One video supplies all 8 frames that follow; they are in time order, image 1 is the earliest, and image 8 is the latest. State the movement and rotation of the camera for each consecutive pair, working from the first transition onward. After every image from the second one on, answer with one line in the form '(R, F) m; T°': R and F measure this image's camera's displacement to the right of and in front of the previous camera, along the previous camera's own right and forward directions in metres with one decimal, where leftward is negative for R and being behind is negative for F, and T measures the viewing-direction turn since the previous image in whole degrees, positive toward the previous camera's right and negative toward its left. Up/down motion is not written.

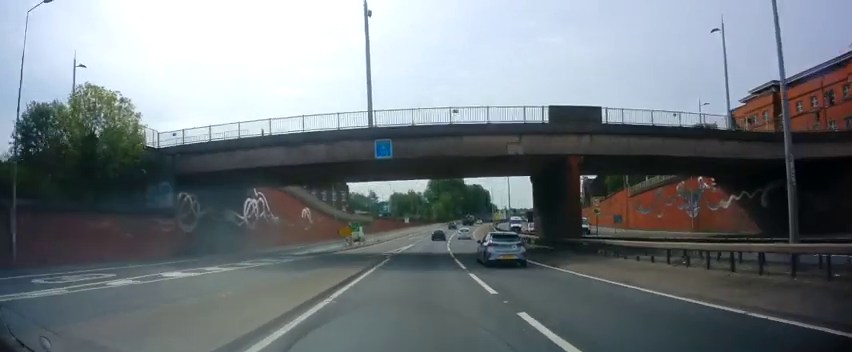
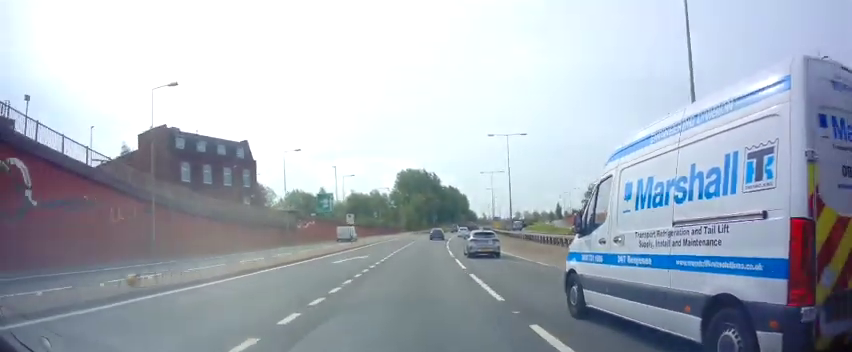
(+1.5, +44.2) m; +4°
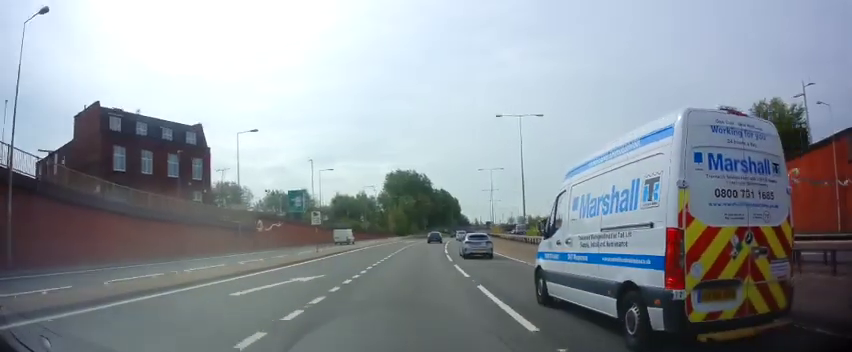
(0.0, +11.5) m; +1°
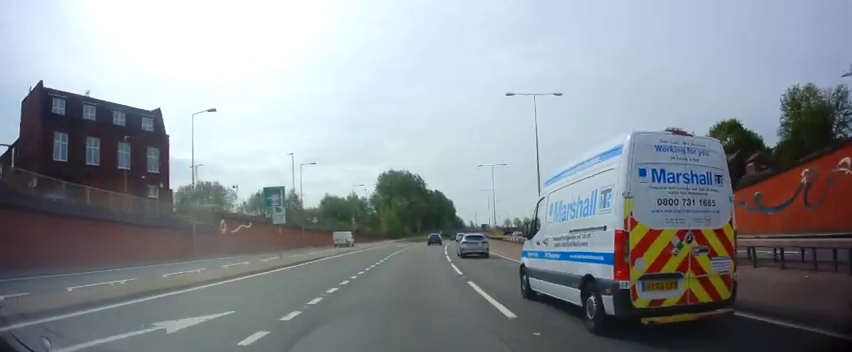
(-0.1, +7.8) m; 0°
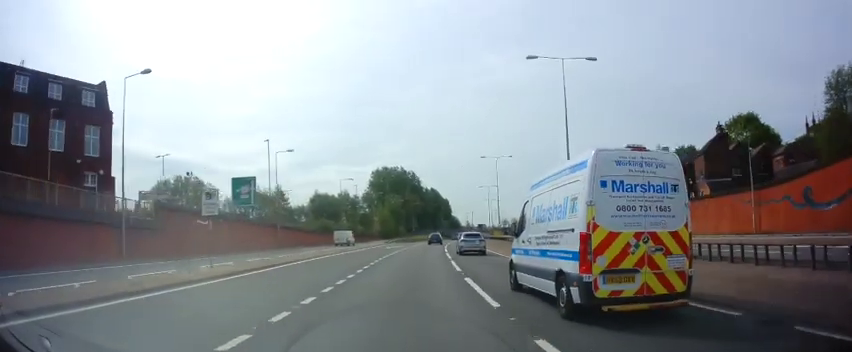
(+0.1, +8.5) m; +1°
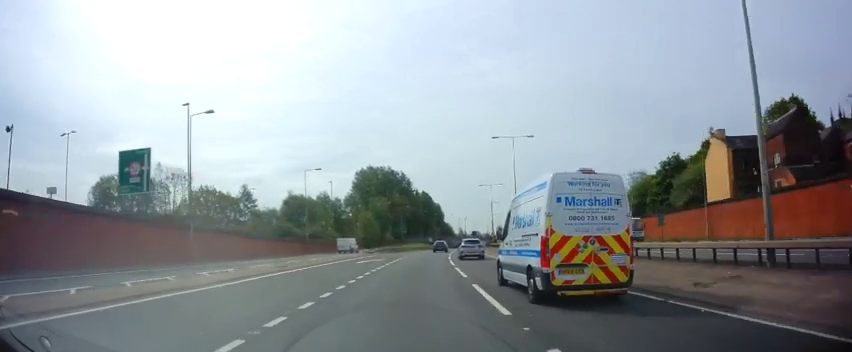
(+0.3, +18.2) m; +1°
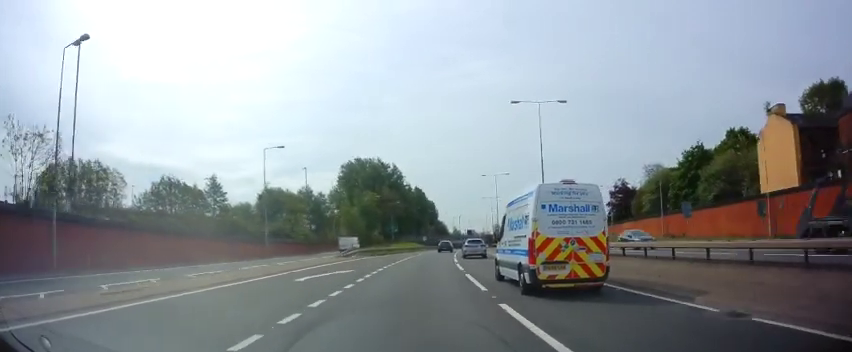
(+0.1, +13.5) m; +1°
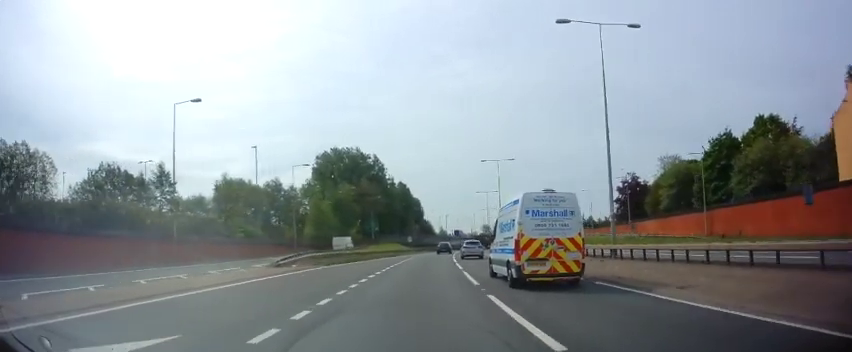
(-0.1, +15.4) m; +2°
